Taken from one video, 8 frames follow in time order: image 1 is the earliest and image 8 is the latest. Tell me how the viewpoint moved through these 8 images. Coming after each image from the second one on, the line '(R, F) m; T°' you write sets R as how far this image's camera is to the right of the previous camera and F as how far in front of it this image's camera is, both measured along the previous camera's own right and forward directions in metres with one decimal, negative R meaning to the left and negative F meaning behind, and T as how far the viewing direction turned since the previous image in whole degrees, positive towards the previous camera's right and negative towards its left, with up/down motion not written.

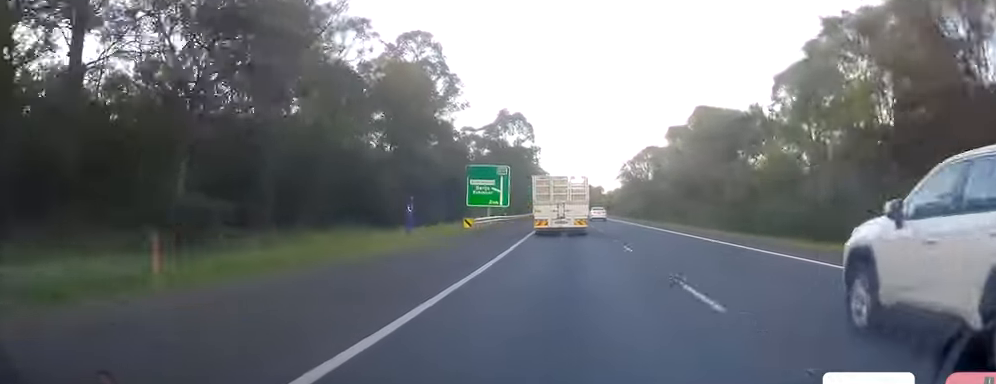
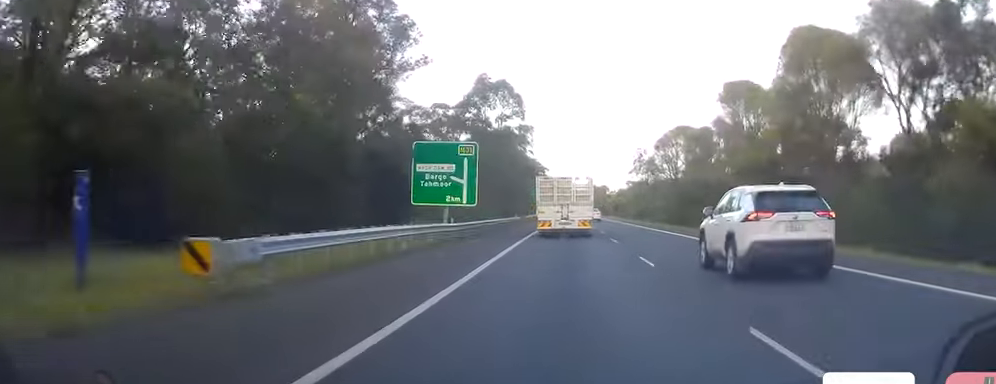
(-0.2, +28.4) m; -1°
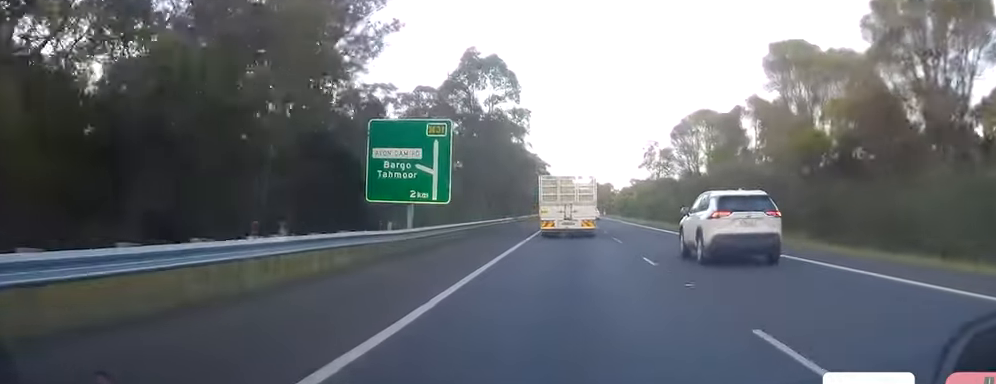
(-0.2, +11.9) m; 0°
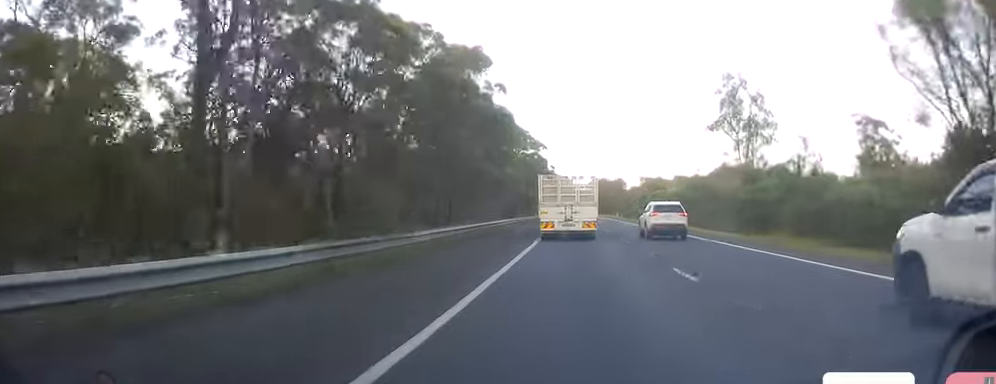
(+0.1, +51.2) m; 0°
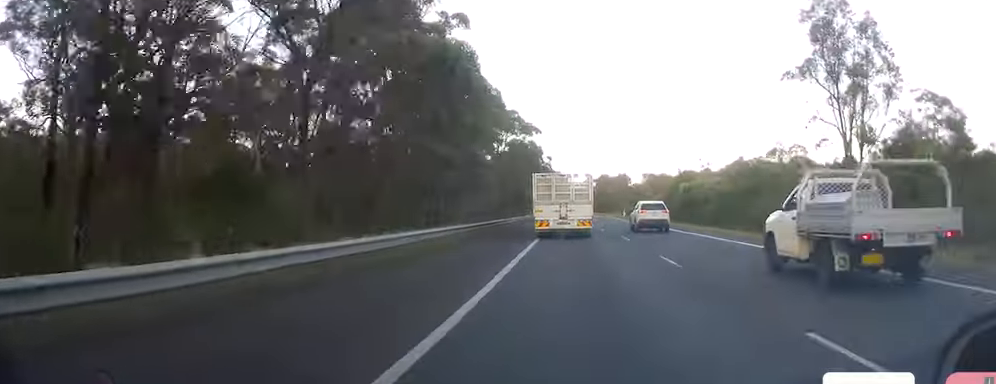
(0.0, +21.1) m; 0°
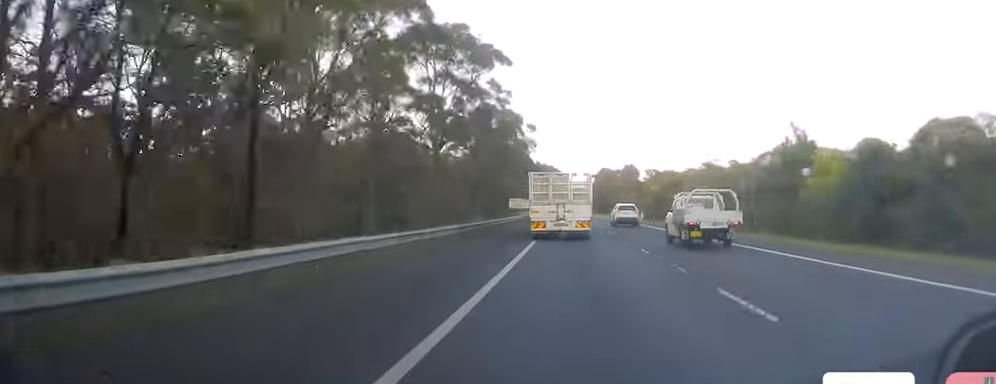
(0.0, +43.9) m; 0°
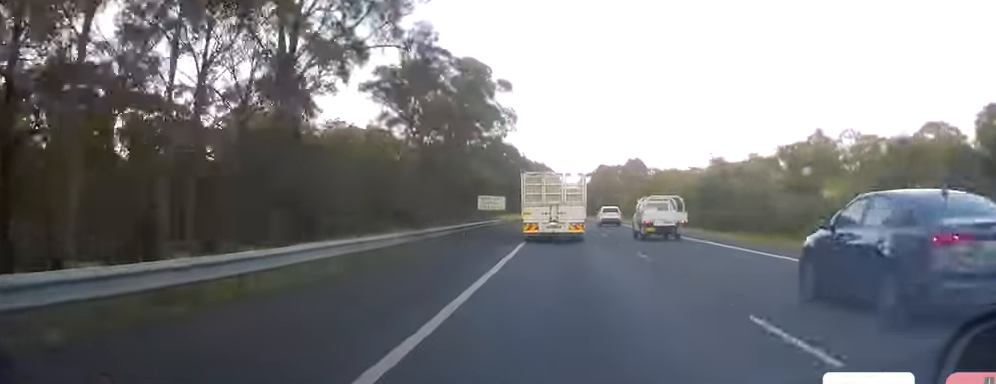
(+0.4, +26.5) m; 0°
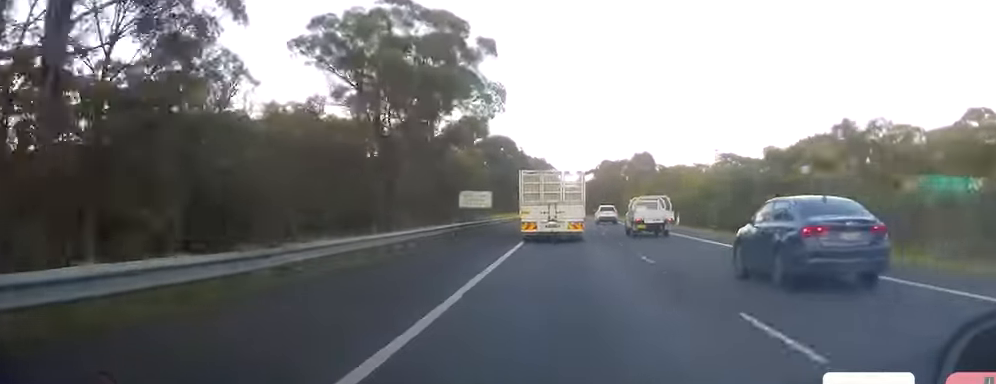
(-0.2, +11.8) m; 0°
